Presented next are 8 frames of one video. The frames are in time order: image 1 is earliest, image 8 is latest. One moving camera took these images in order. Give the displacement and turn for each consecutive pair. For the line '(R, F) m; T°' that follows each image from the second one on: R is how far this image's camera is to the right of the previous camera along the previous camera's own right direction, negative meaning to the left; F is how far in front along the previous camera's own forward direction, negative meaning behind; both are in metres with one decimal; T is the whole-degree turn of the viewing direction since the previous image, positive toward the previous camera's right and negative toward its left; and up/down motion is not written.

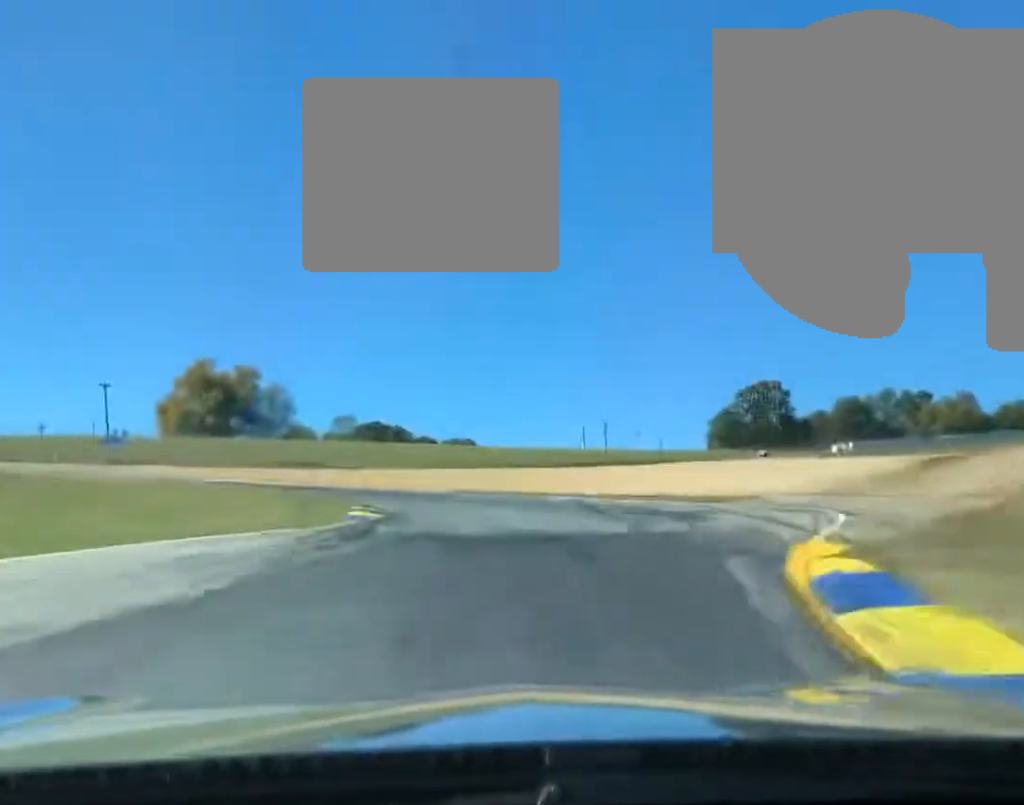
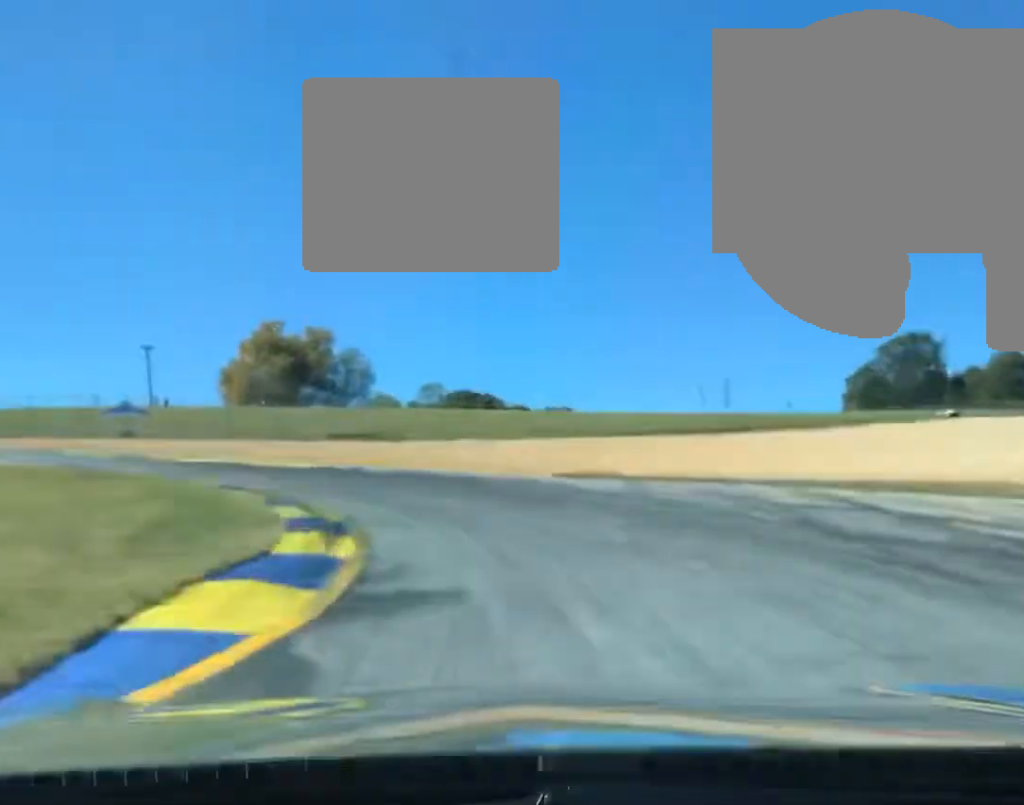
(+0.6, +29.9) m; -8°
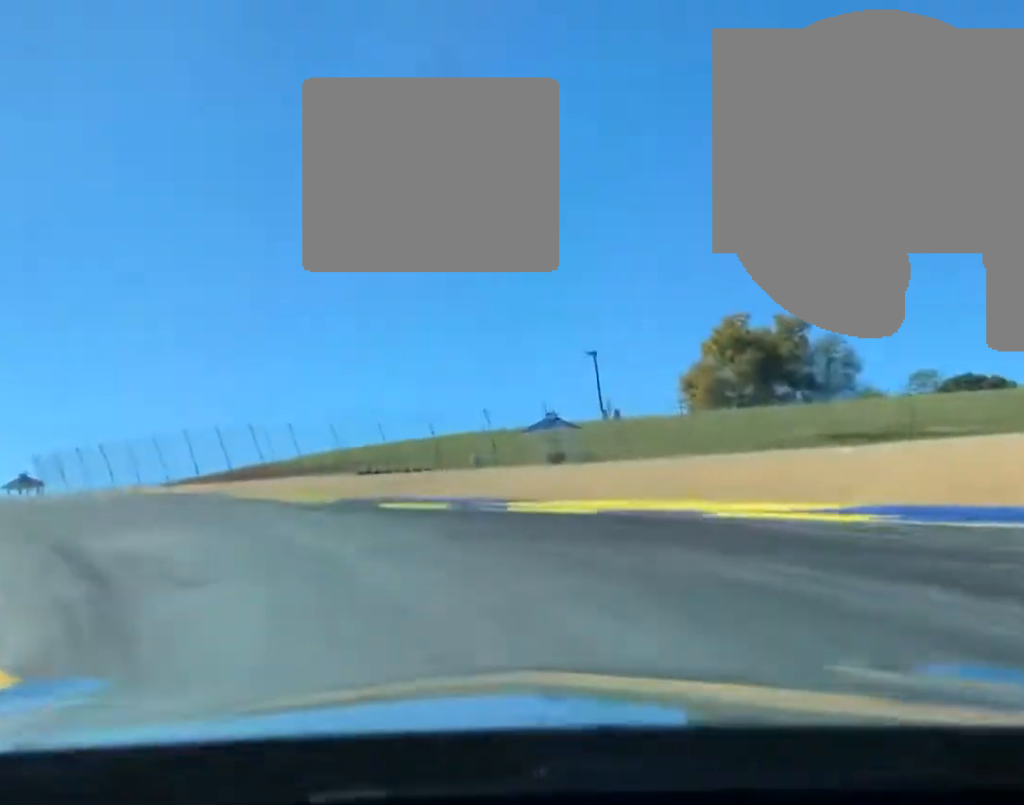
(-9.0, +33.7) m; -29°
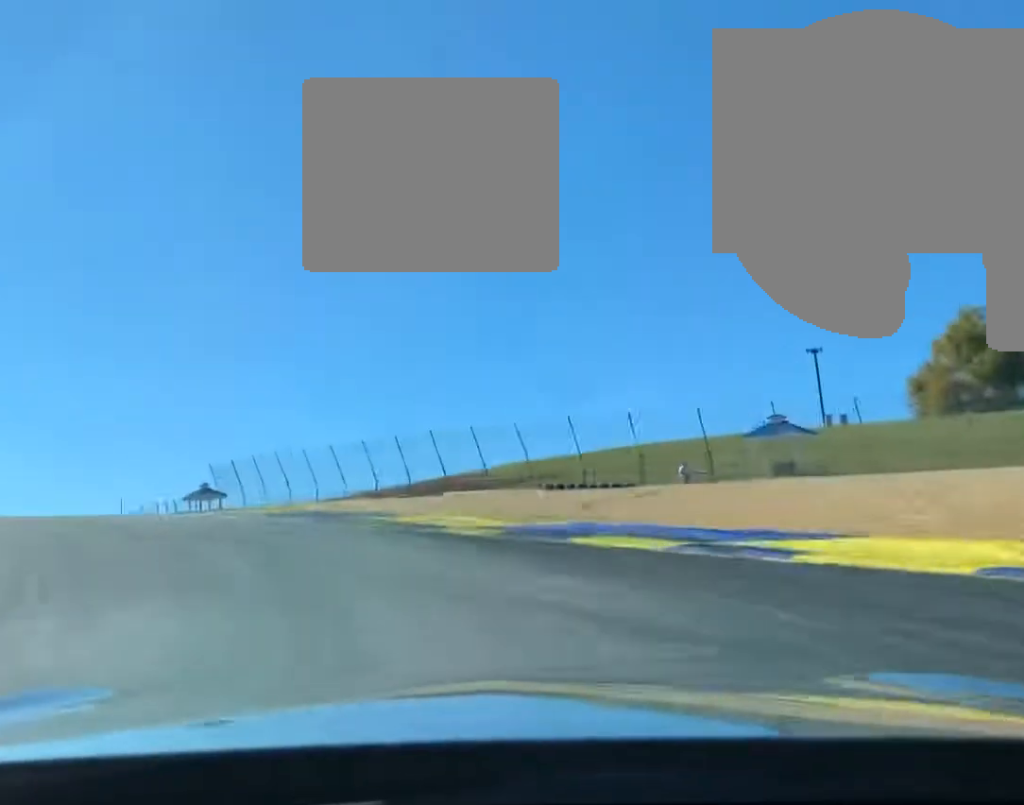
(-1.8, +10.5) m; -8°
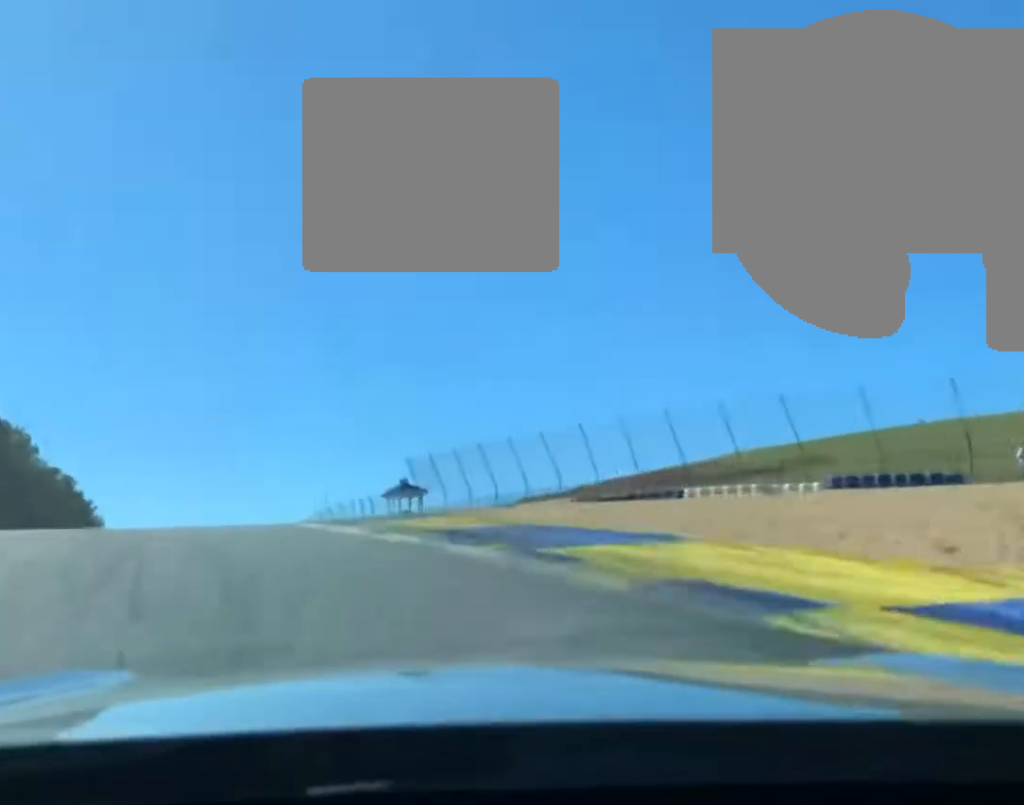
(-1.9, +16.9) m; -8°
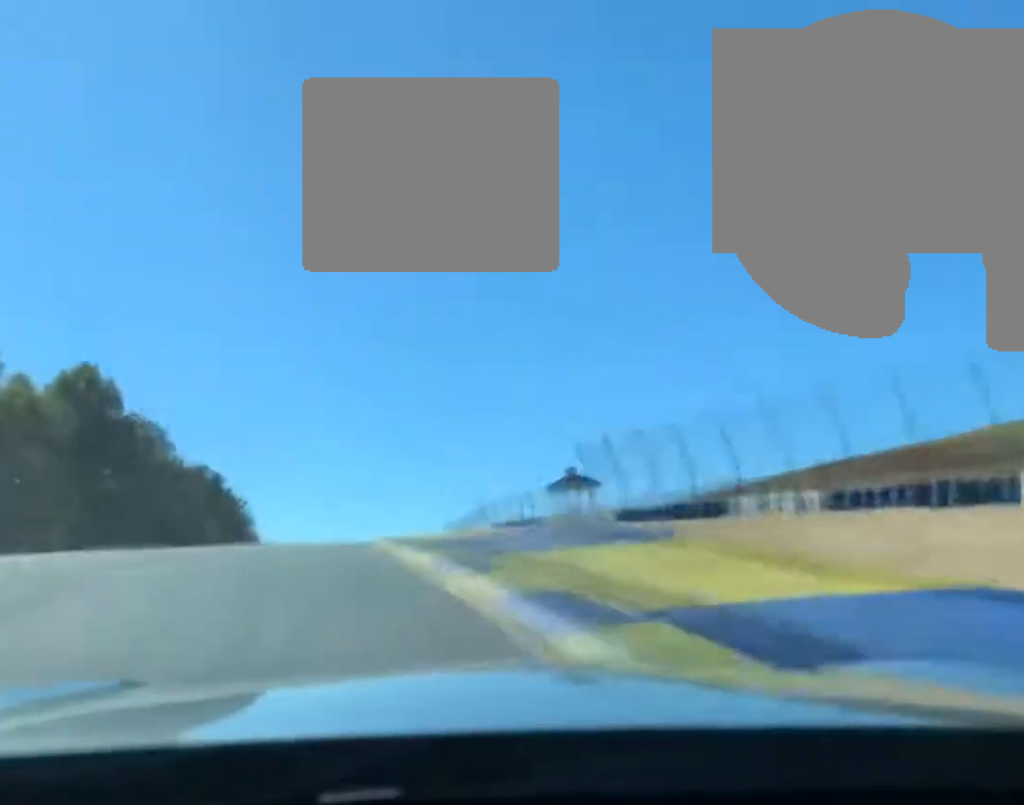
(-0.9, +19.0) m; -4°
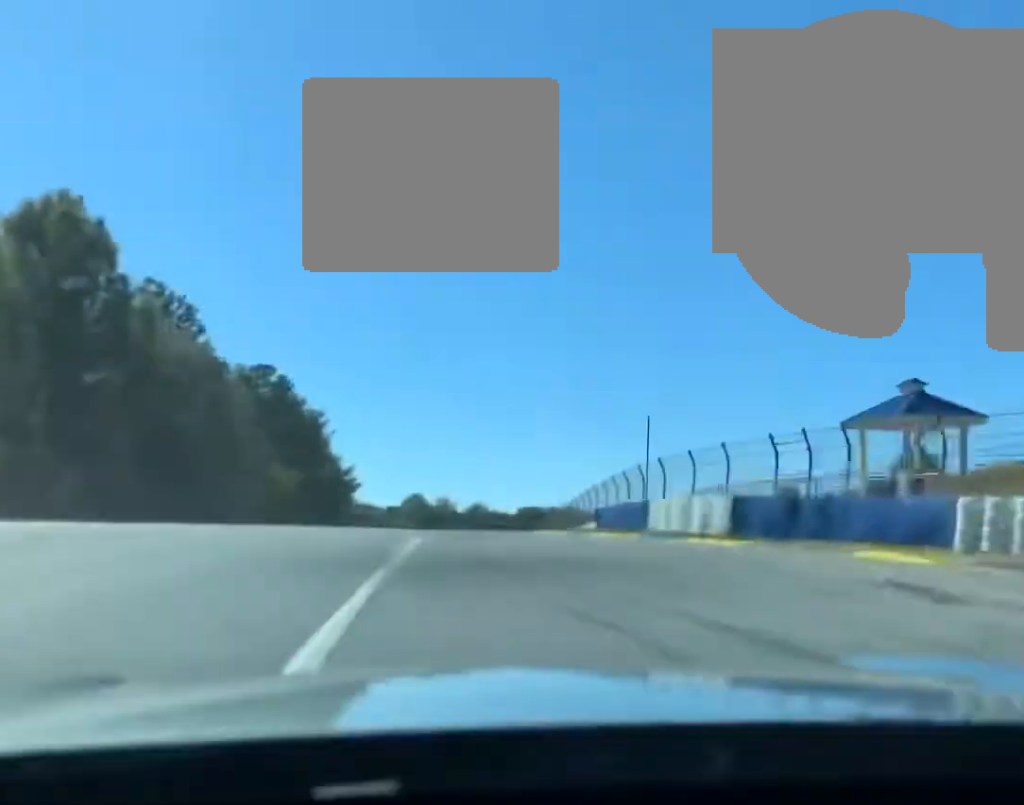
(-2.5, +41.8) m; -4°
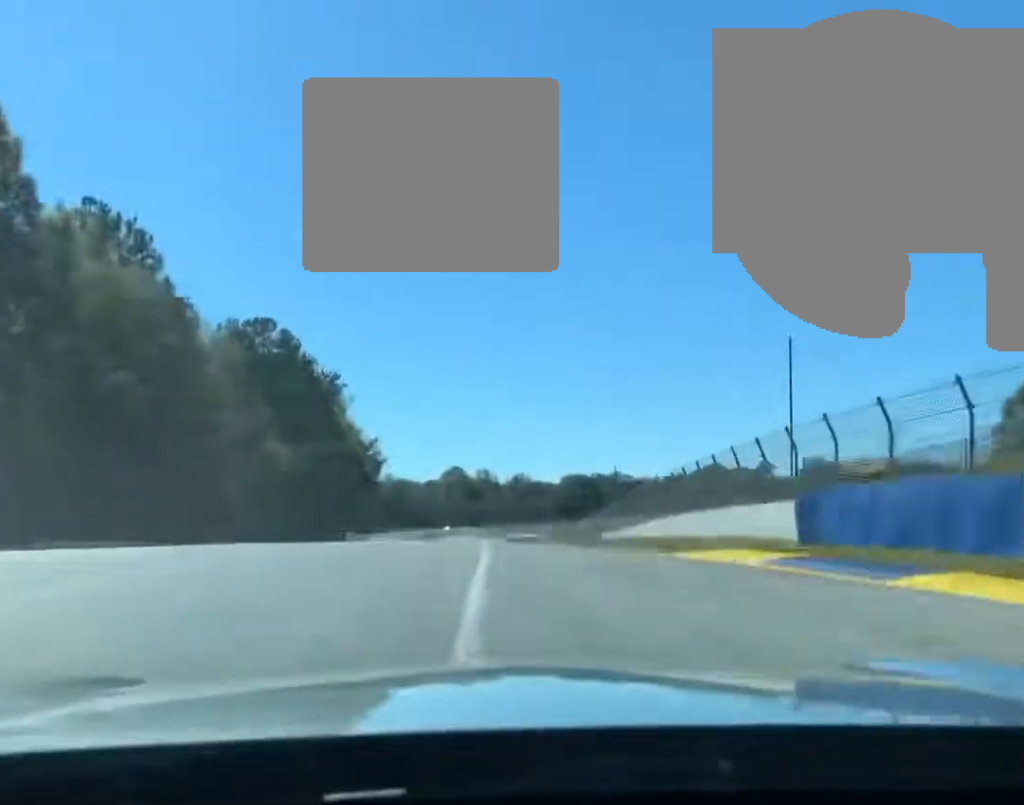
(-1.5, +23.3) m; +2°
